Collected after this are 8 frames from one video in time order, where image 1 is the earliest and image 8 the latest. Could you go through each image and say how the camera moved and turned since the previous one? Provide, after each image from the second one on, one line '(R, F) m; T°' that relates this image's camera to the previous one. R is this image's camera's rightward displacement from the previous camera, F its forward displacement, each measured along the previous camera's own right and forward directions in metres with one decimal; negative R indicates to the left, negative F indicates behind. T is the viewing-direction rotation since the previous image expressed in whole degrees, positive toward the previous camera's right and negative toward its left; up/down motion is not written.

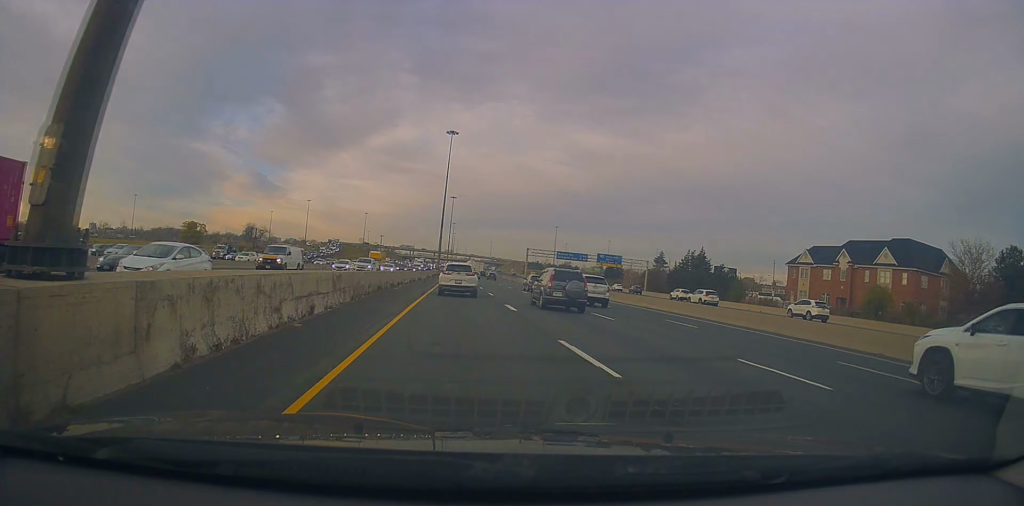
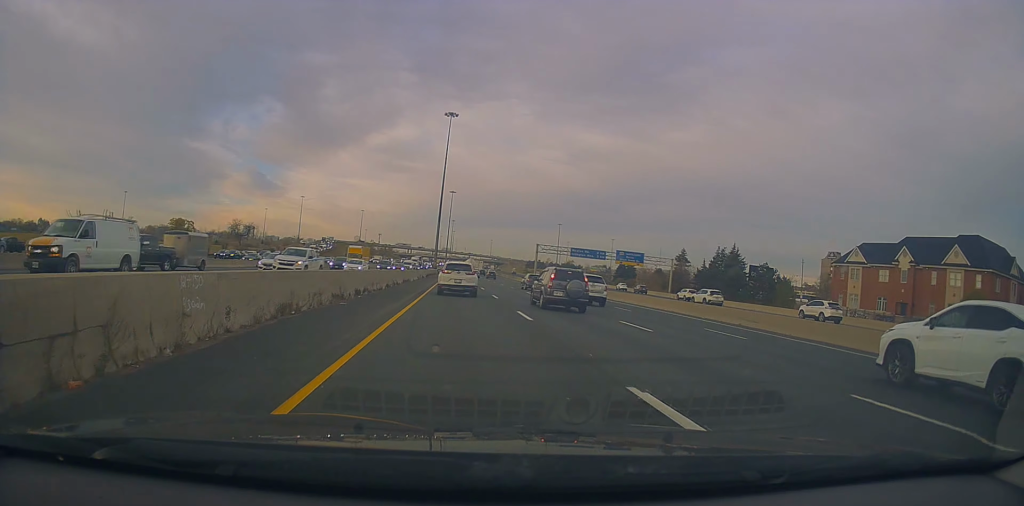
(-0.2, +17.5) m; 0°
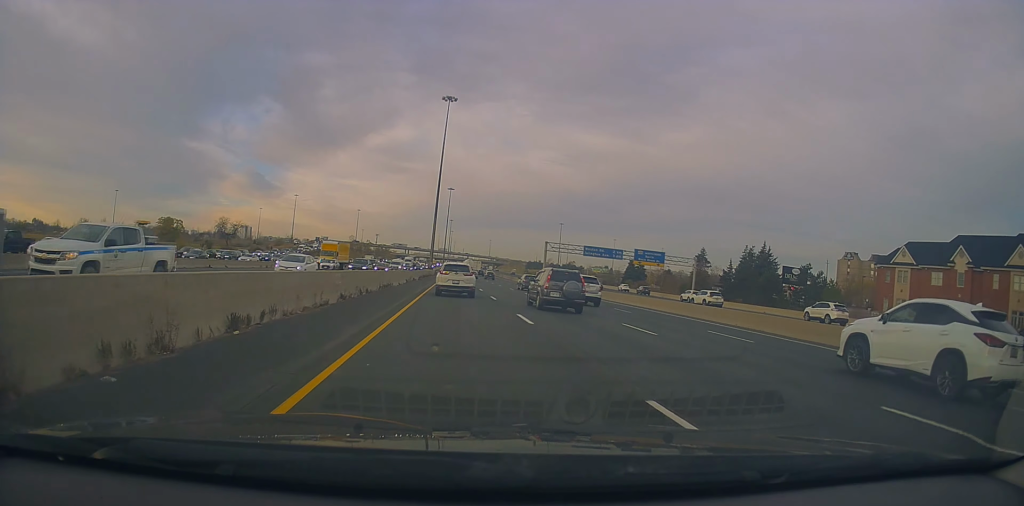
(+0.1, +12.4) m; 0°
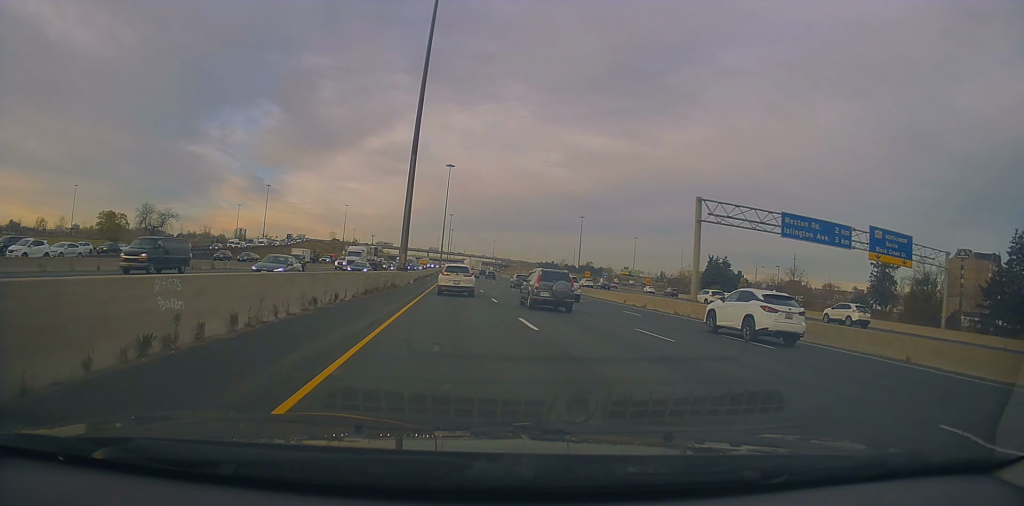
(+0.2, +63.9) m; 0°
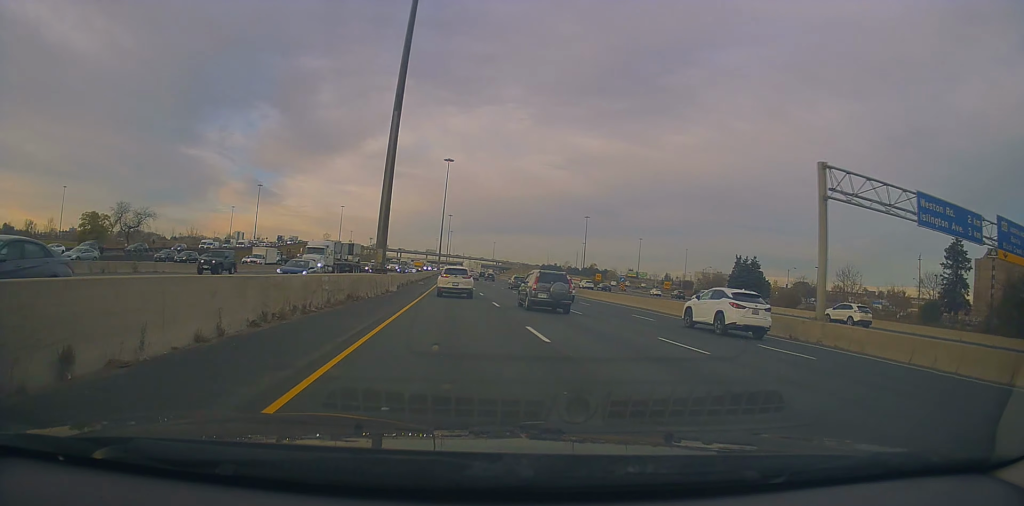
(0.0, +14.2) m; 0°
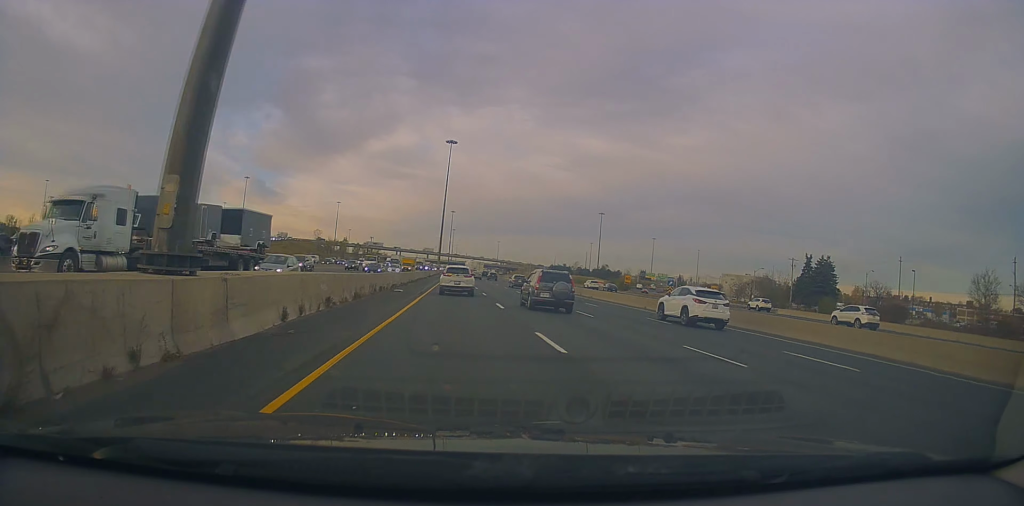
(0.0, +25.7) m; 0°
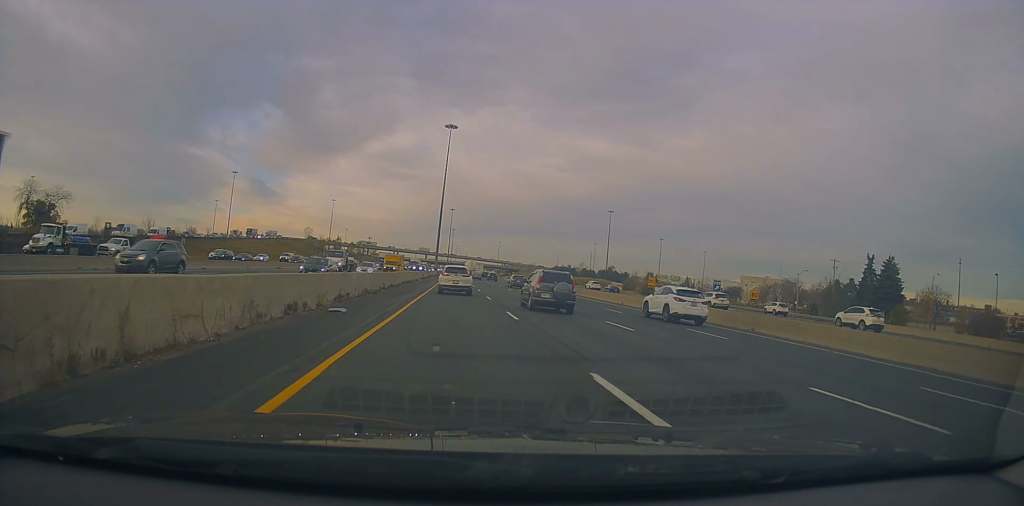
(0.0, +17.6) m; 0°
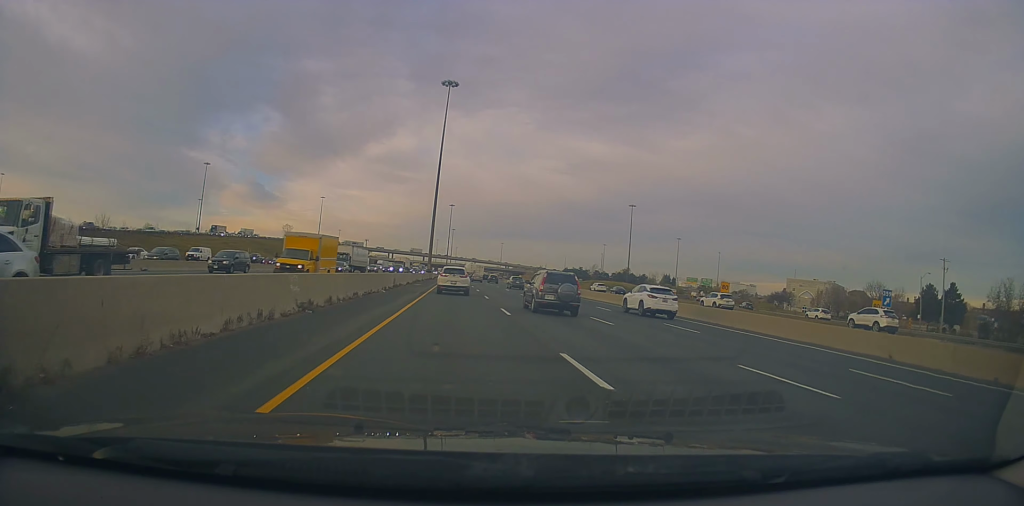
(0.0, +34.0) m; +1°
